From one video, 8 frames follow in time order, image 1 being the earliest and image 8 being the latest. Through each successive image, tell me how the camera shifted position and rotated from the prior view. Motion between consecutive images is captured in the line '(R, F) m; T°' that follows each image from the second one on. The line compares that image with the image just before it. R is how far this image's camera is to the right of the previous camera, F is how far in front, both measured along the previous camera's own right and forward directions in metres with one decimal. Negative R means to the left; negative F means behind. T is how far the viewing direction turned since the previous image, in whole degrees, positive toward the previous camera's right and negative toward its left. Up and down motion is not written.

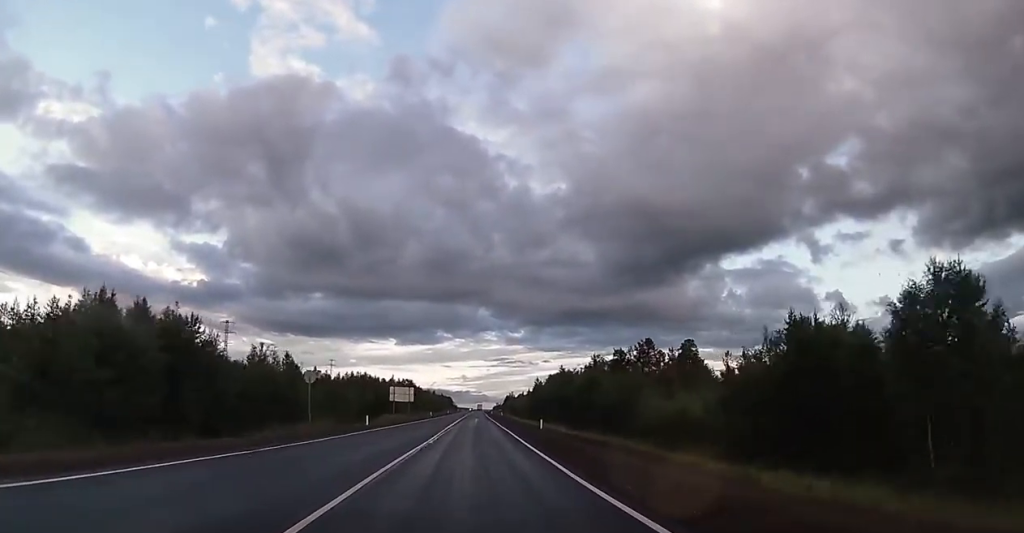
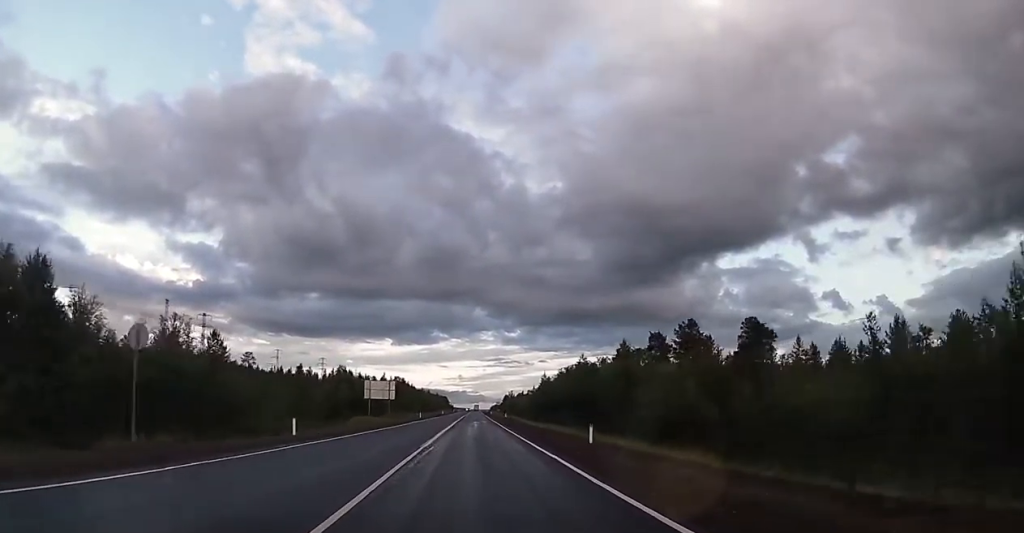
(+0.1, +20.4) m; 0°
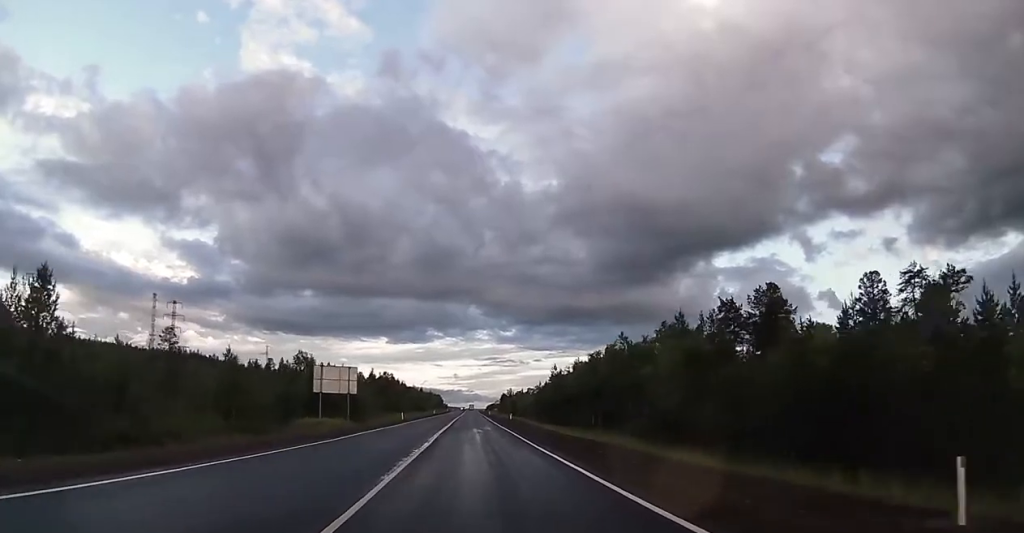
(0.0, +22.3) m; 0°
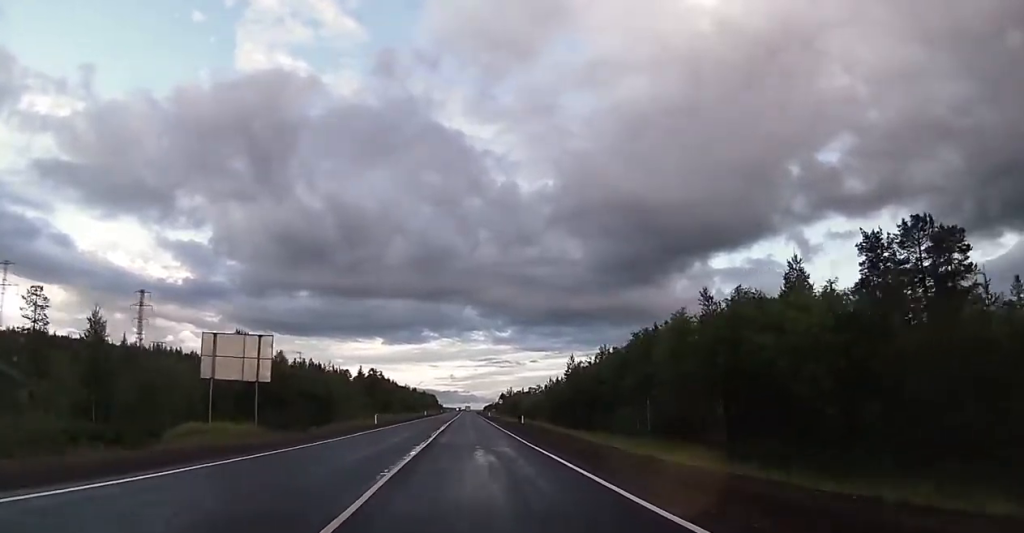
(-0.1, +21.2) m; +1°
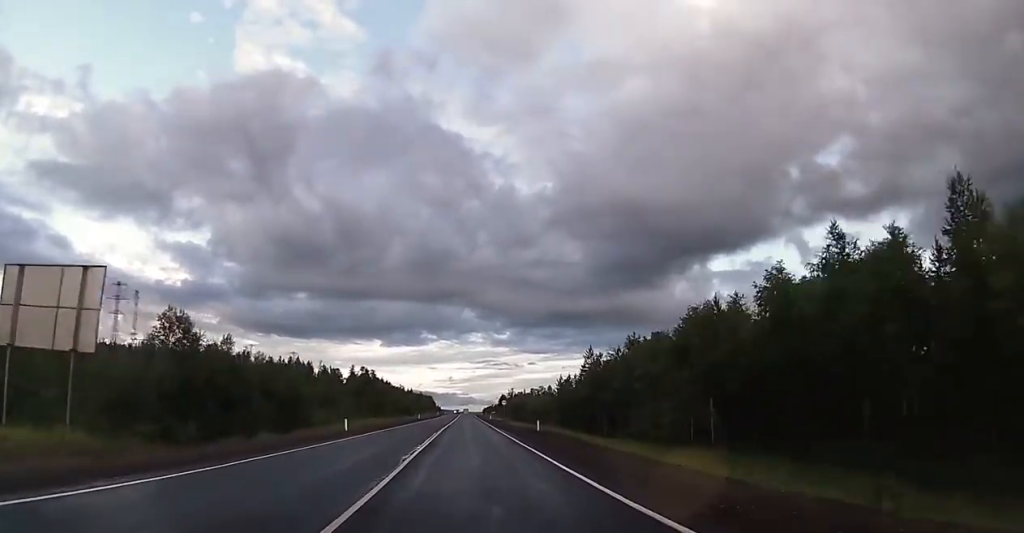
(+0.2, +14.1) m; 0°
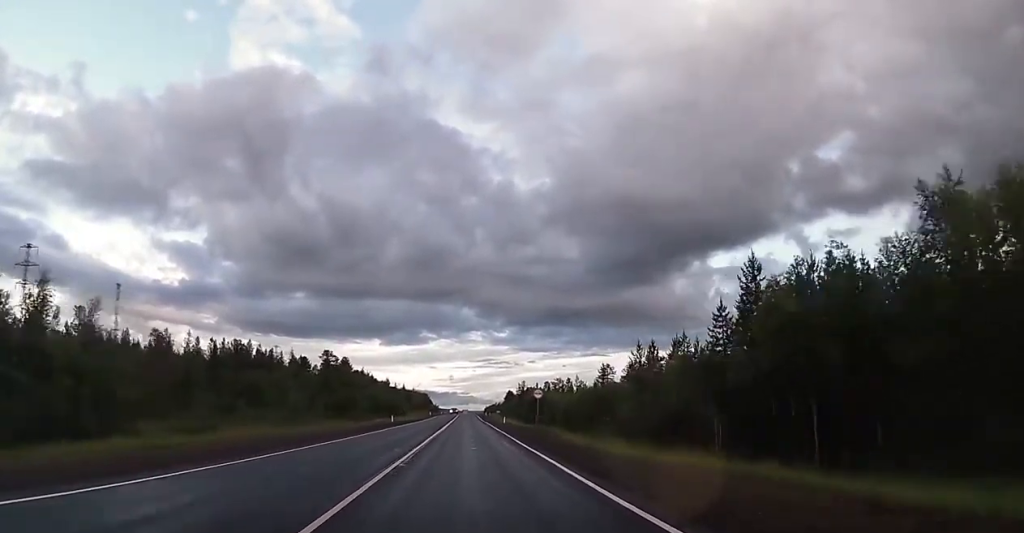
(+0.4, +44.2) m; +1°
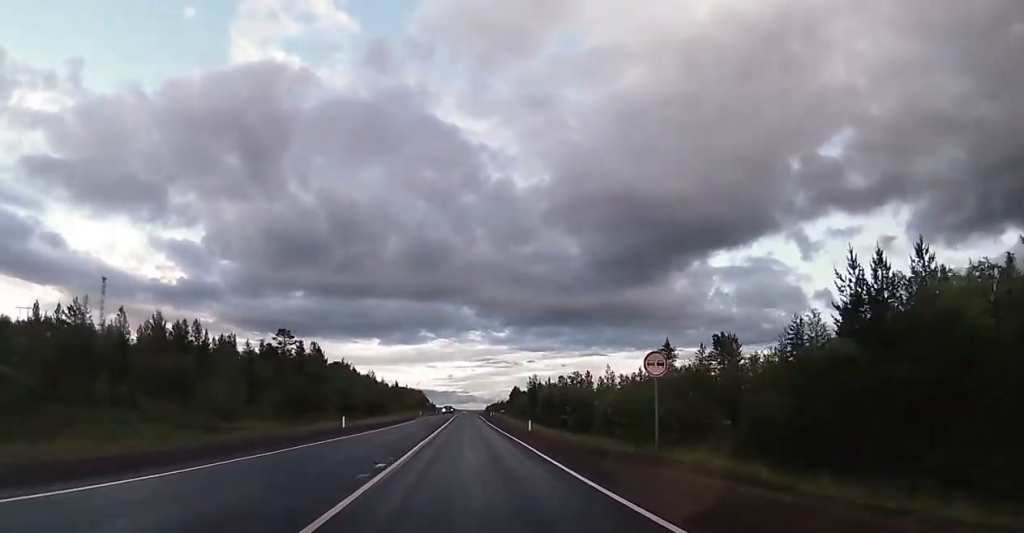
(0.0, +31.1) m; 0°
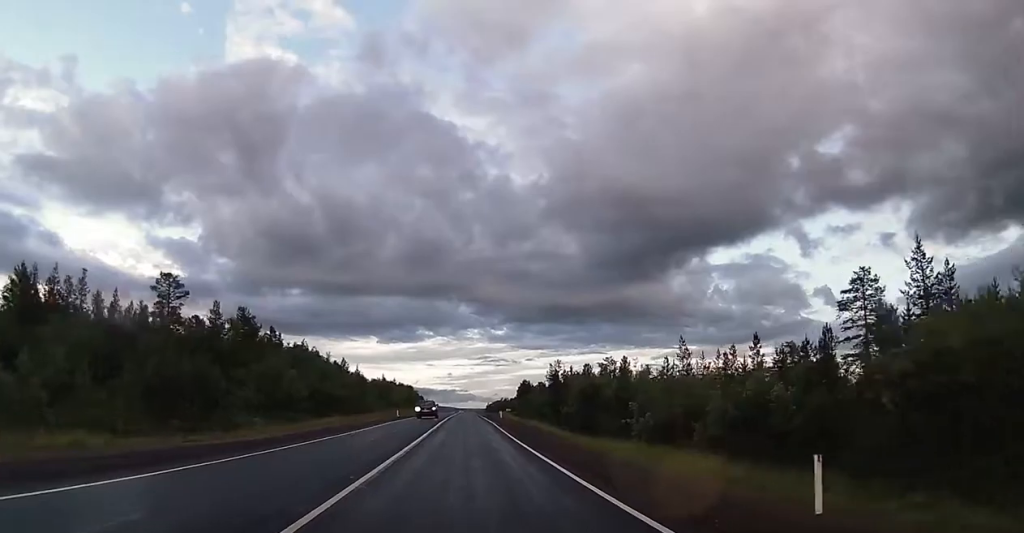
(+0.1, +38.8) m; 0°
